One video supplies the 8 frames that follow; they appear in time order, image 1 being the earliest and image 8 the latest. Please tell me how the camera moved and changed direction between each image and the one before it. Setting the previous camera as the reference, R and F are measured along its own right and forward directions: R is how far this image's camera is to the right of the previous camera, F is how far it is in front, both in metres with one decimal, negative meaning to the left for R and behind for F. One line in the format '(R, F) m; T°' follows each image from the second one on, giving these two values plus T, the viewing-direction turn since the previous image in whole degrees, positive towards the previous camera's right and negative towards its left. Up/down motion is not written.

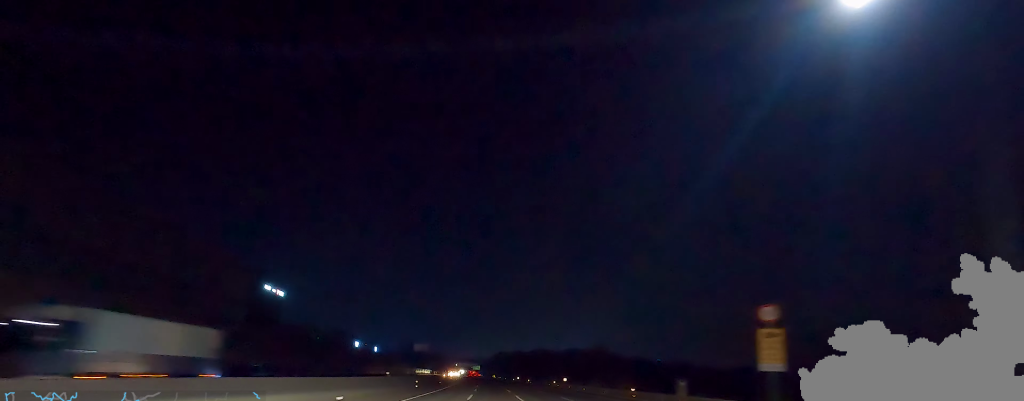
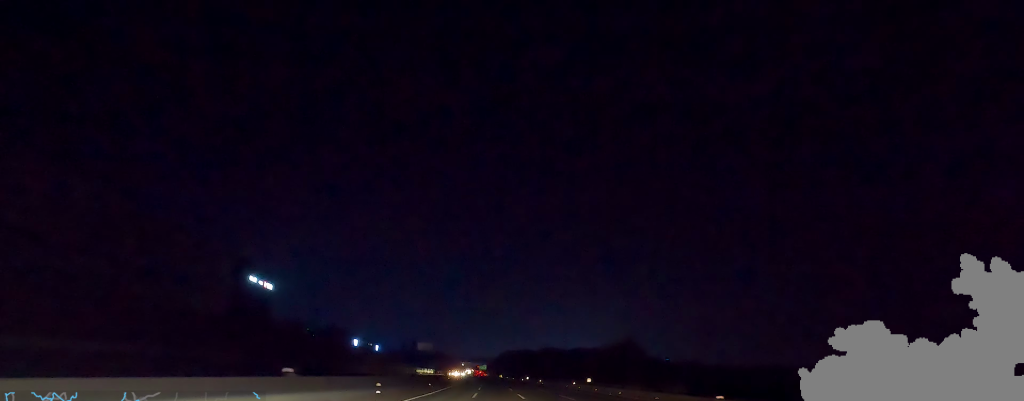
(-0.1, +19.0) m; 0°
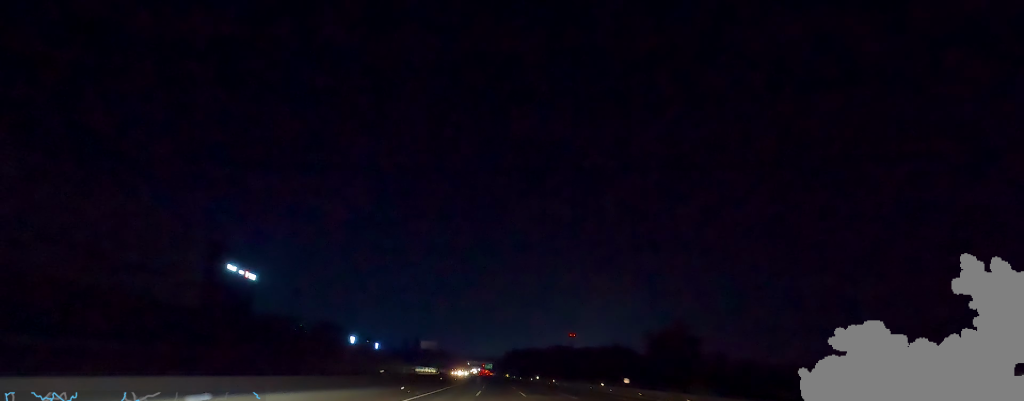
(0.0, +19.7) m; 0°
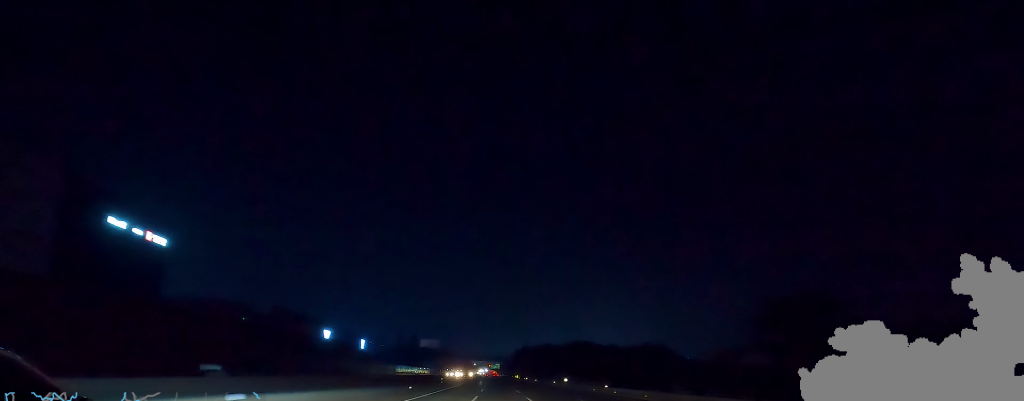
(0.0, +52.6) m; -3°
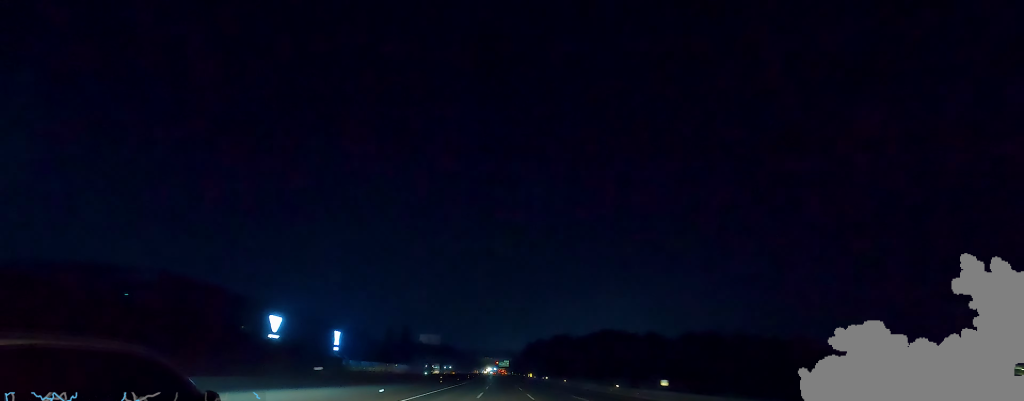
(-0.3, +54.7) m; +3°
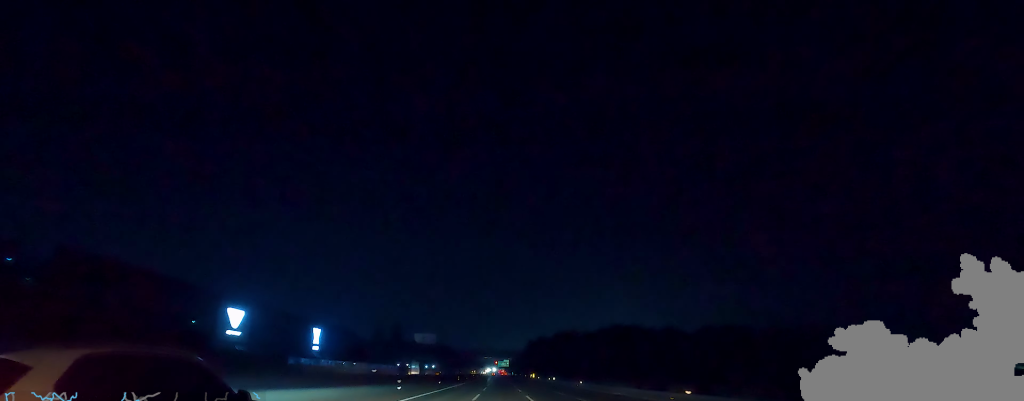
(+0.2, +22.3) m; 0°
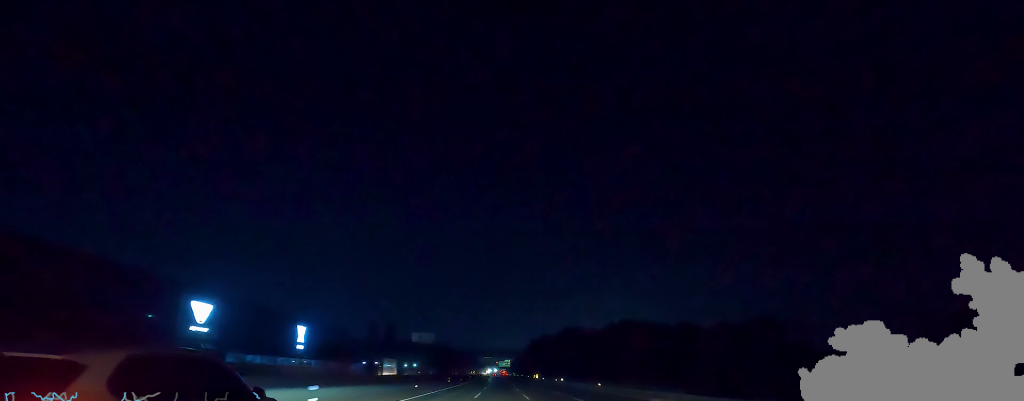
(0.0, +15.6) m; -1°
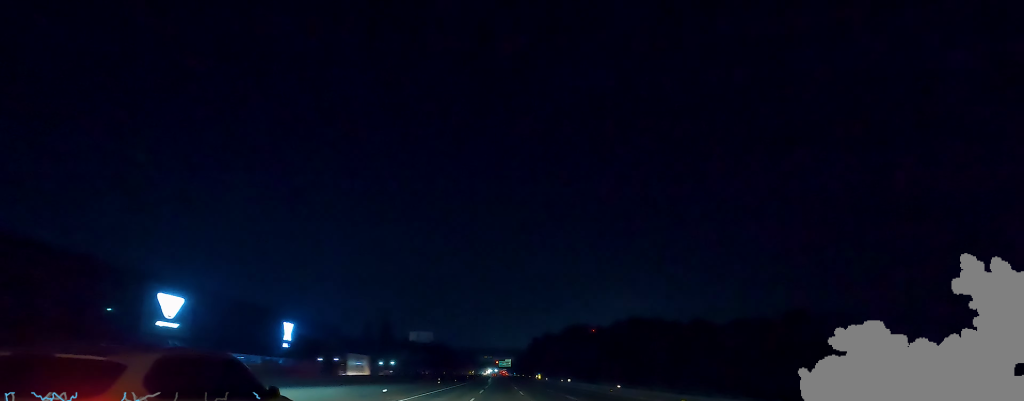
(+0.2, +11.3) m; -1°
